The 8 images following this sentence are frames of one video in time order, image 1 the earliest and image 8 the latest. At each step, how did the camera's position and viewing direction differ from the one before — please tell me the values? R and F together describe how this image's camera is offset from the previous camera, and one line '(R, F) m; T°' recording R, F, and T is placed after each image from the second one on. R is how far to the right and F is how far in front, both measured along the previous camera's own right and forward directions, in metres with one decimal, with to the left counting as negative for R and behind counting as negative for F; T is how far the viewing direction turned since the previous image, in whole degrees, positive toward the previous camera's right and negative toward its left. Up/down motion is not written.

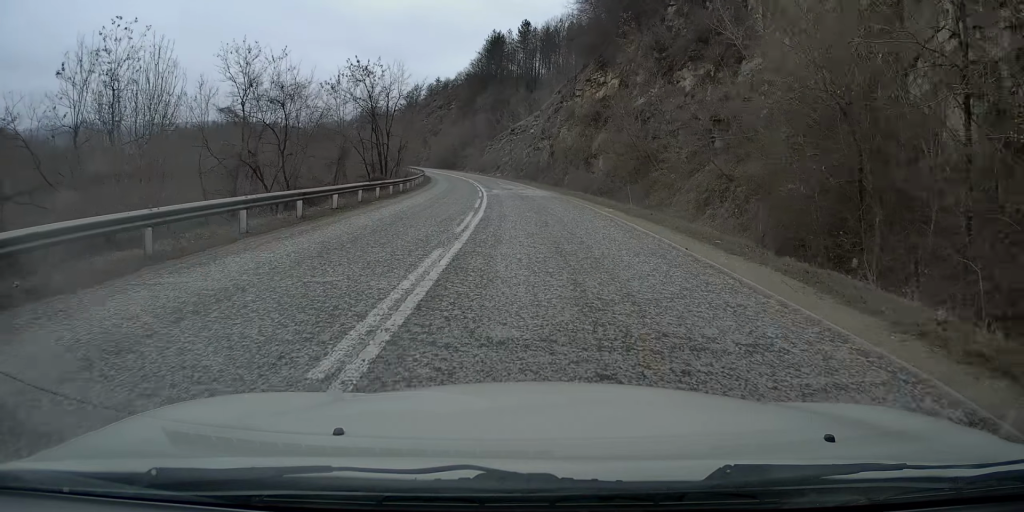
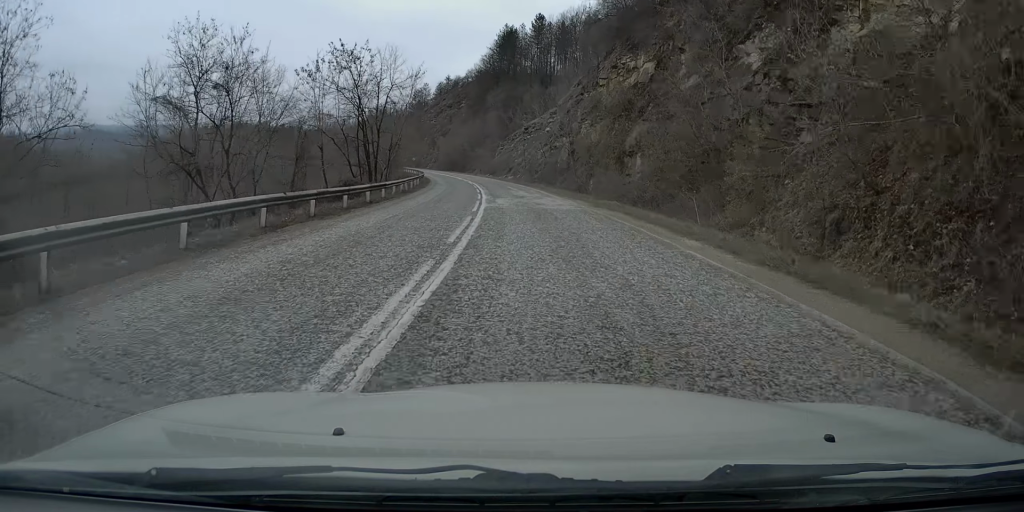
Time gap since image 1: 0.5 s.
(-0.4, +10.5) m; -2°
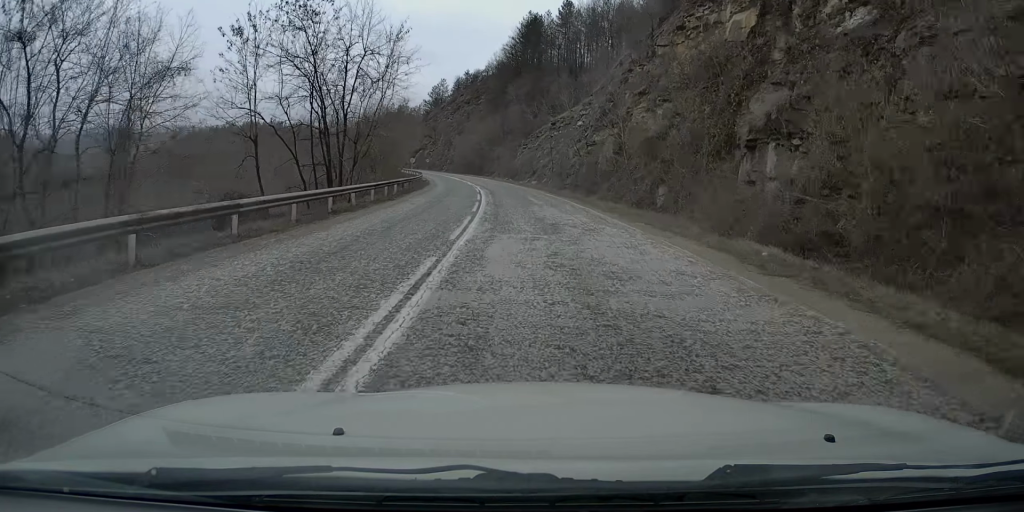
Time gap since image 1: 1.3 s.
(-0.5, +17.5) m; -3°
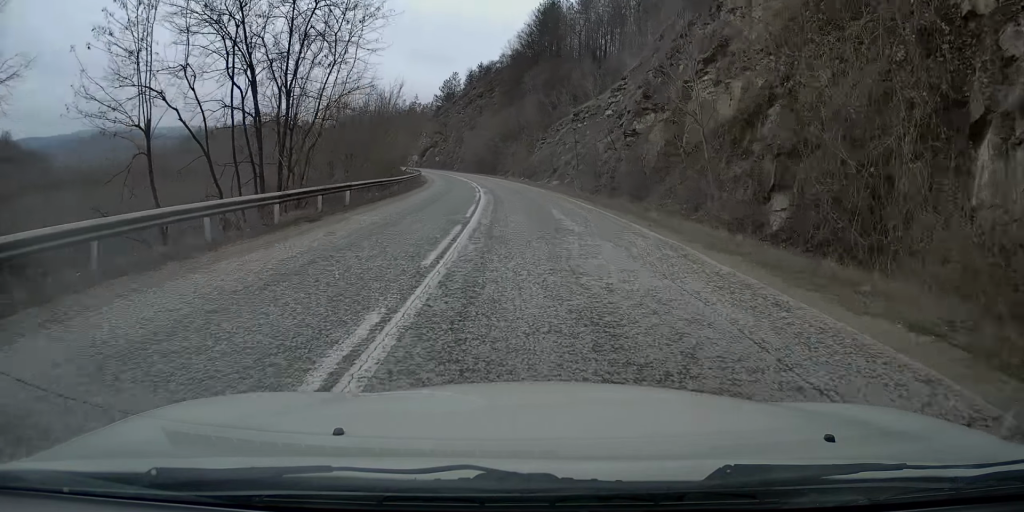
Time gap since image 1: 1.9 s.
(-0.1, +12.6) m; -1°
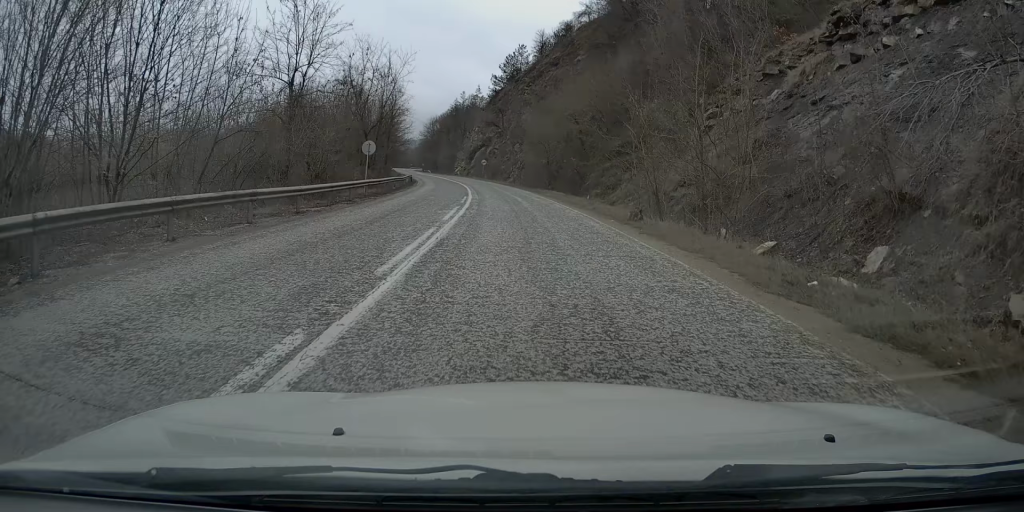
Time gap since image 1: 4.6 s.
(-3.3, +55.2) m; -7°
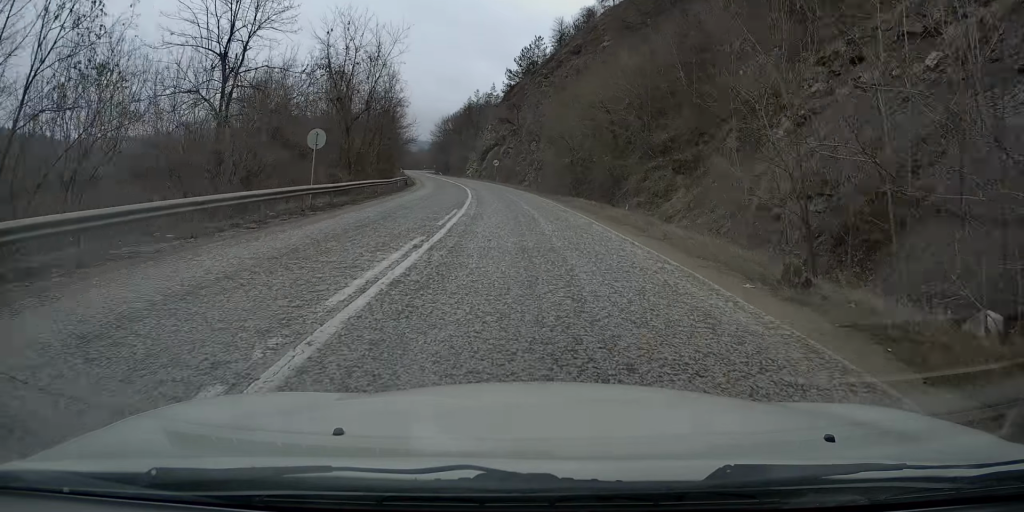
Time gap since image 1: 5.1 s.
(-0.1, +10.6) m; -2°
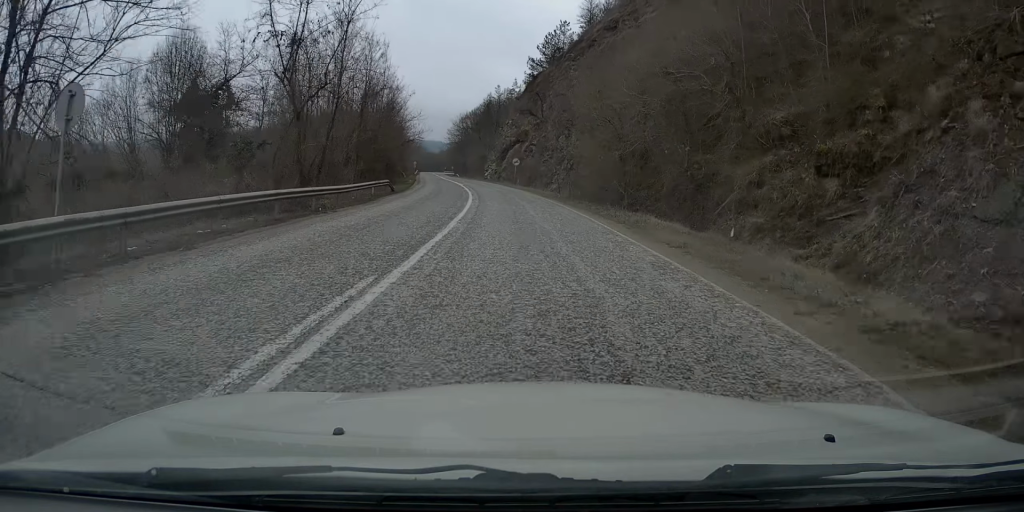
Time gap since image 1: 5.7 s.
(-0.3, +14.1) m; -1°
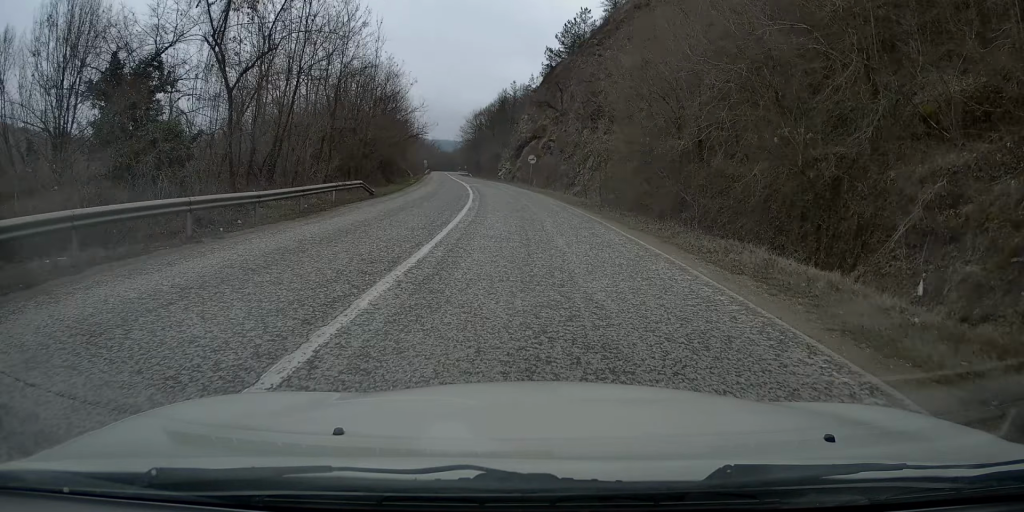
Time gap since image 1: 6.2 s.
(-0.1, +9.2) m; -1°
